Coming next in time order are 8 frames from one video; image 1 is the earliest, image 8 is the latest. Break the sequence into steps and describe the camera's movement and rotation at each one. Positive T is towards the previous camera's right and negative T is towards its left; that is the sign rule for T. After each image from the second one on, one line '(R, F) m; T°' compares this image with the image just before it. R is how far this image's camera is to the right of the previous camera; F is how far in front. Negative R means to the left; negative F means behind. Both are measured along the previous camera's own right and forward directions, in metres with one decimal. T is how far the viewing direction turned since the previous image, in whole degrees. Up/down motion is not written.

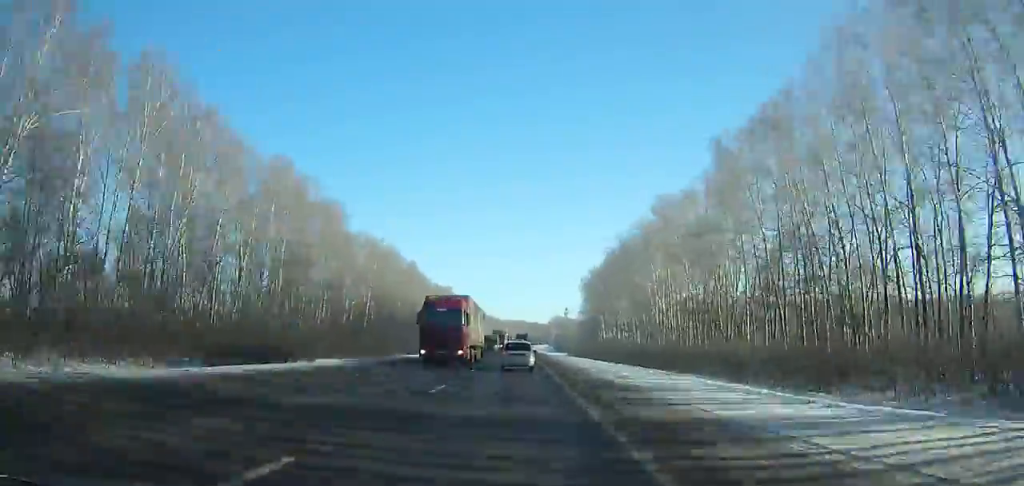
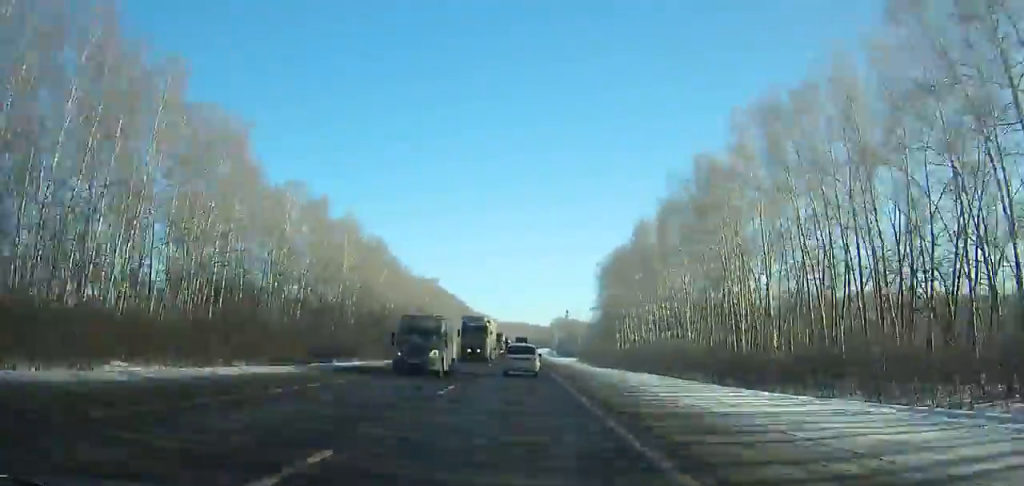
(0.0, +34.7) m; 0°
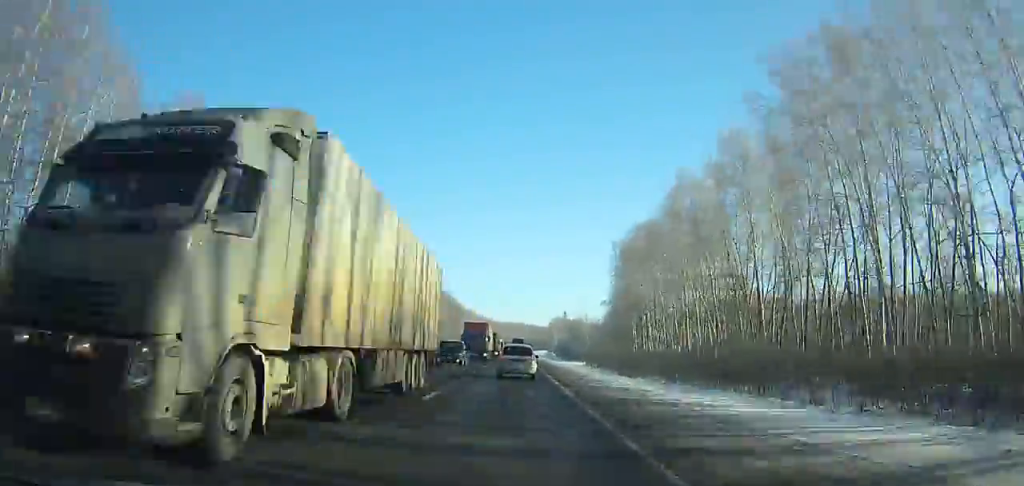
(0.0, +25.9) m; 0°
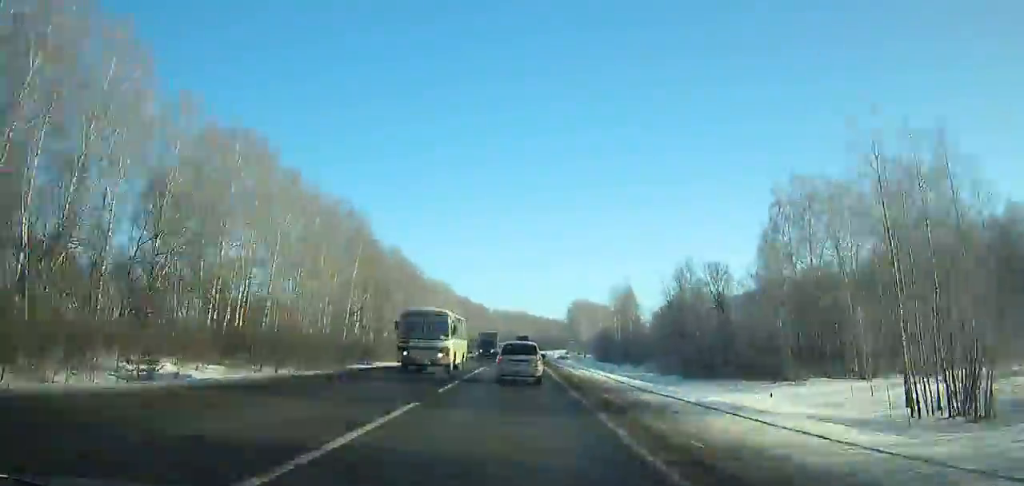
(0.0, +125.4) m; 0°
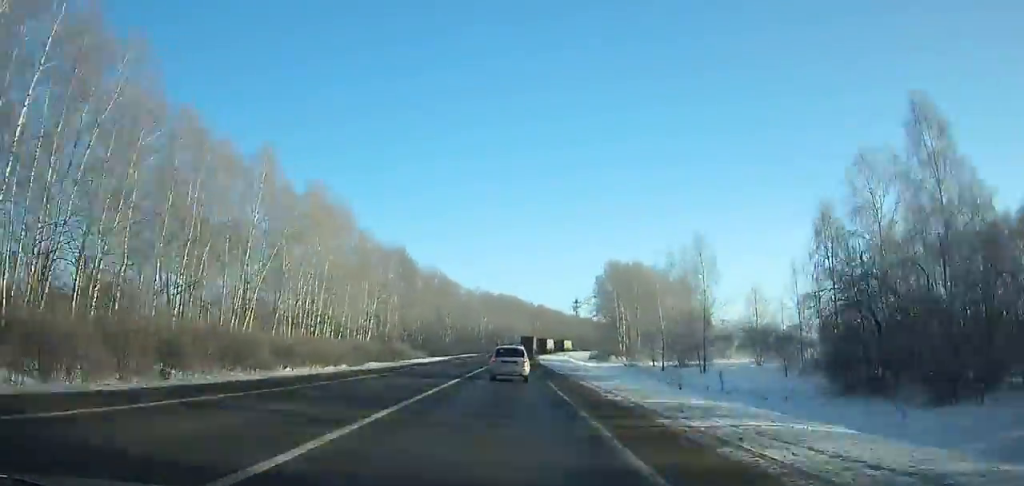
(+0.3, +116.1) m; +1°
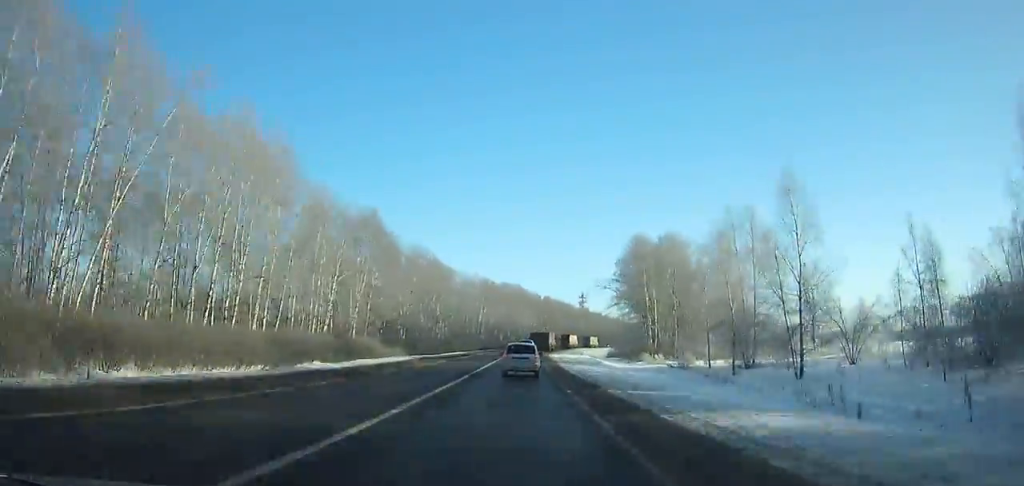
(0.0, +26.5) m; +1°
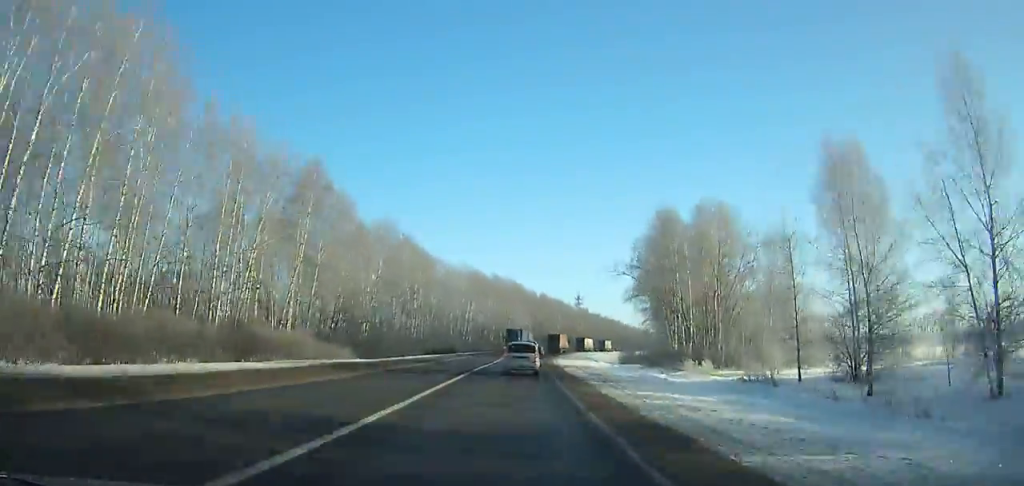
(-0.1, +24.5) m; +2°
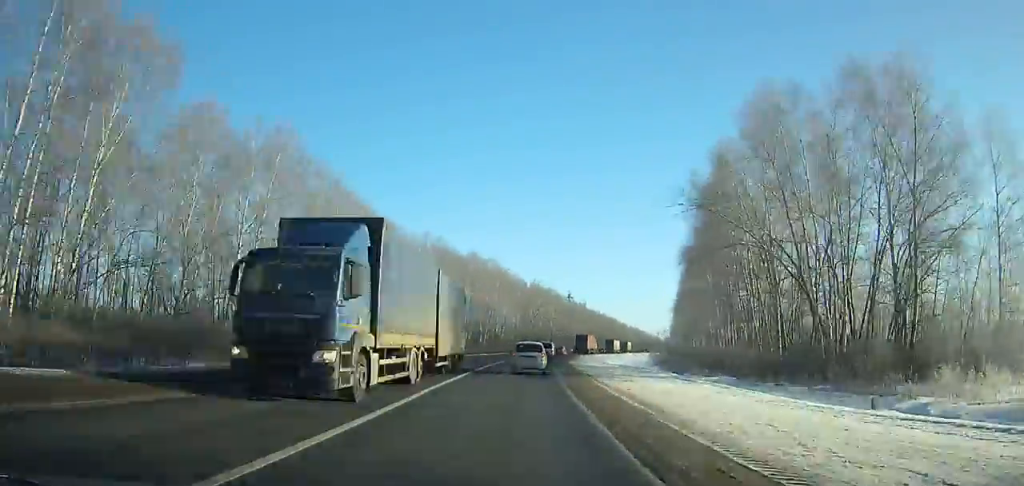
(+0.5, +40.8) m; +3°
